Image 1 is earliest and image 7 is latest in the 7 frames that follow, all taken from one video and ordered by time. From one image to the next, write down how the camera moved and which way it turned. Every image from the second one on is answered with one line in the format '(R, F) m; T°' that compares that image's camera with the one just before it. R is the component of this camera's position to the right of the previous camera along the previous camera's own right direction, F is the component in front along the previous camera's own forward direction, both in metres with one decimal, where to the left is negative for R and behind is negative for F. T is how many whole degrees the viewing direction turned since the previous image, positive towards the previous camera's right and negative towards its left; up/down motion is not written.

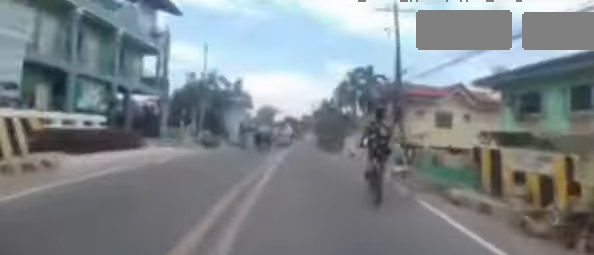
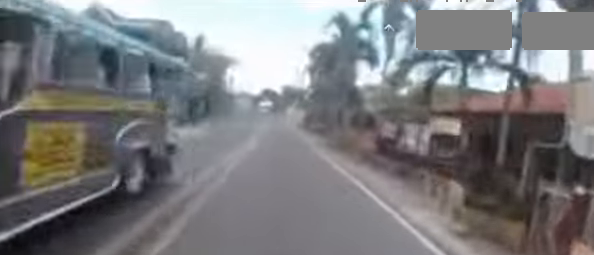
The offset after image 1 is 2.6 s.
(+0.6, +21.2) m; +4°
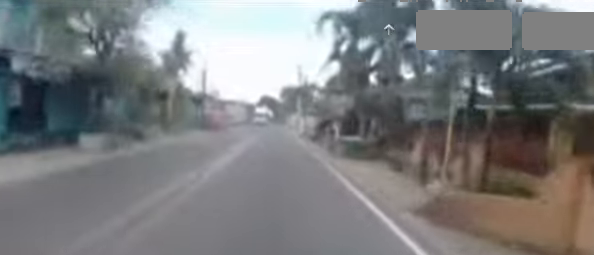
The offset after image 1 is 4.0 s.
(-0.3, +12.2) m; -3°
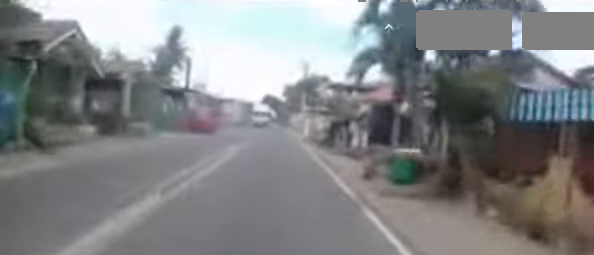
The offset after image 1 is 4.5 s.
(0.0, +5.0) m; +2°
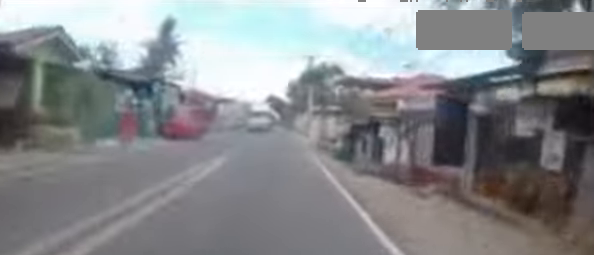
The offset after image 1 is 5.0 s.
(-0.1, +4.6) m; +1°
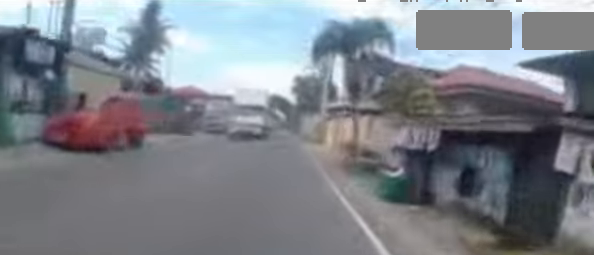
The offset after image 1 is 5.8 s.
(+0.4, +7.4) m; 0°
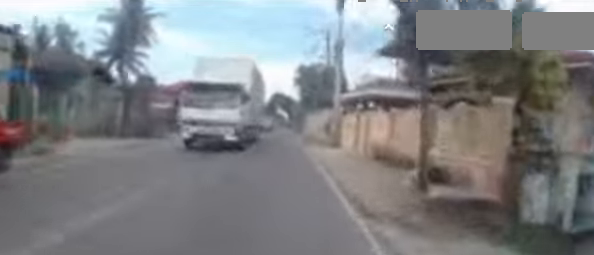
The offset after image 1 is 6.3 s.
(0.0, +5.1) m; -2°
